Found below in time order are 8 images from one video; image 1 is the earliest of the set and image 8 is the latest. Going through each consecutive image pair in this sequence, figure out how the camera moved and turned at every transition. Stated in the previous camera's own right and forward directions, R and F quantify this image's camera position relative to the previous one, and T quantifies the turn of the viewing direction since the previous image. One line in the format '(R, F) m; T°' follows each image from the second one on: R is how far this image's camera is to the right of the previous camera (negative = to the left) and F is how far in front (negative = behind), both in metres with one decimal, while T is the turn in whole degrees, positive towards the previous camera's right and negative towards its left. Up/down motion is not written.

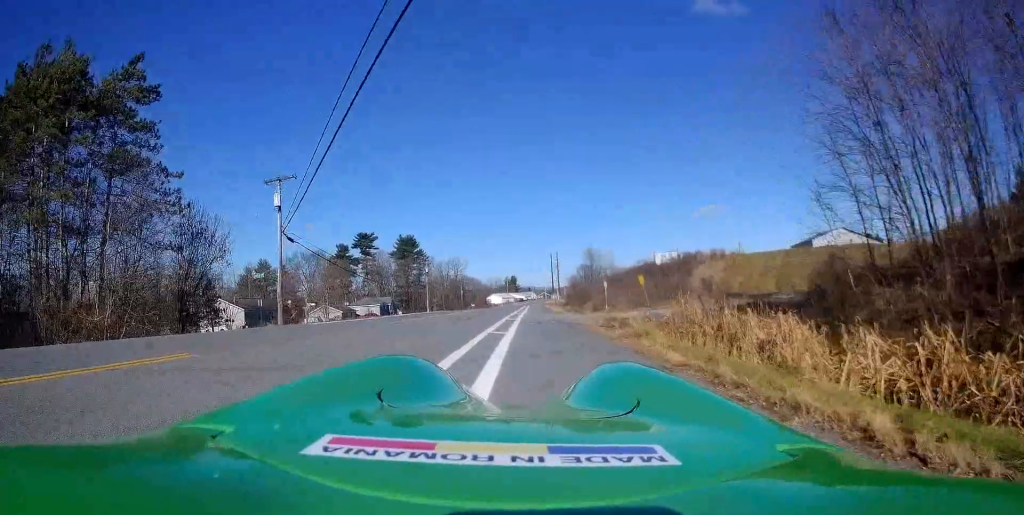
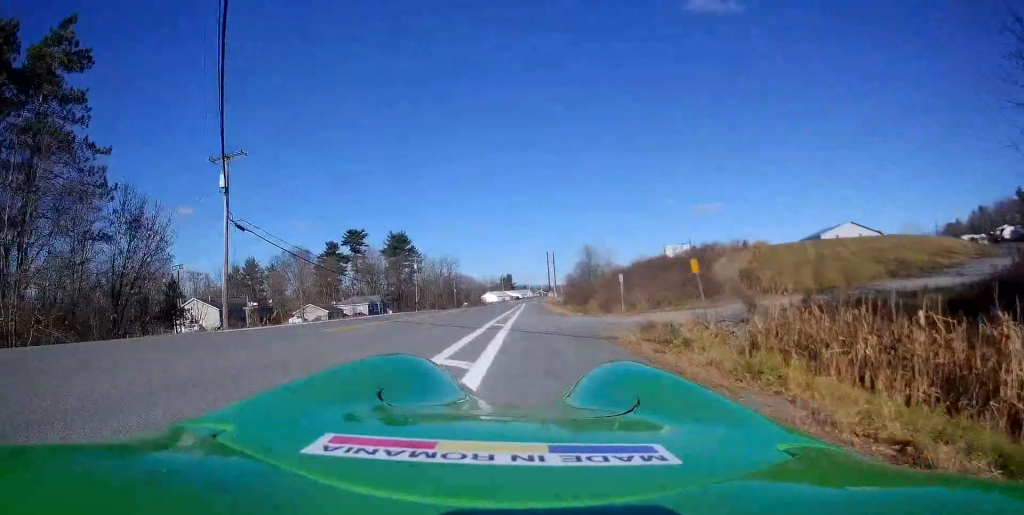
(0.0, +6.8) m; 0°
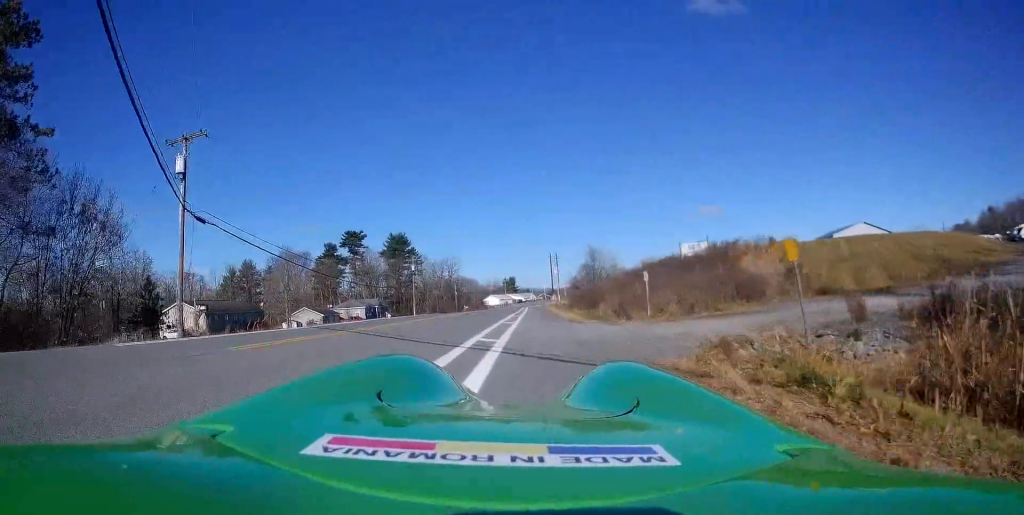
(0.0, +5.0) m; 0°
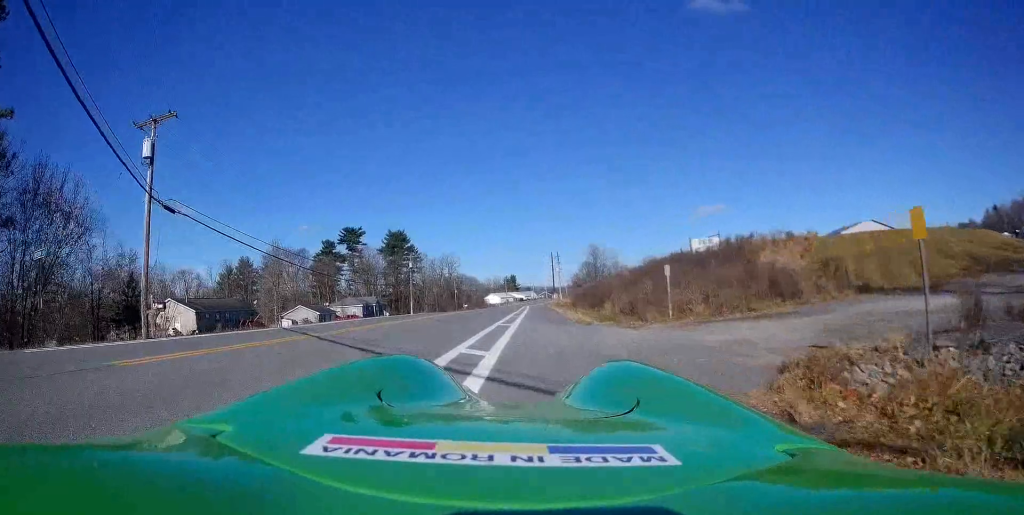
(0.0, +2.8) m; 0°
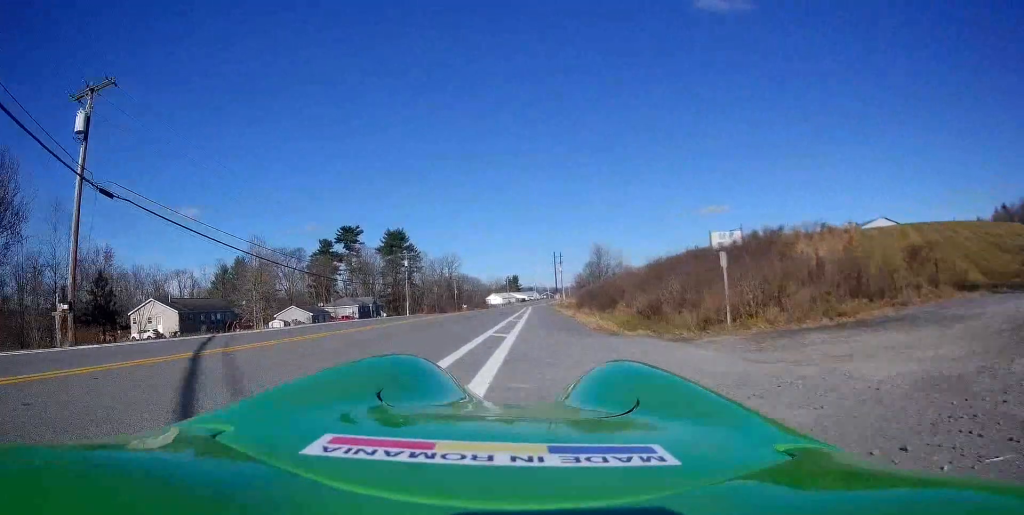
(0.0, +4.6) m; 0°
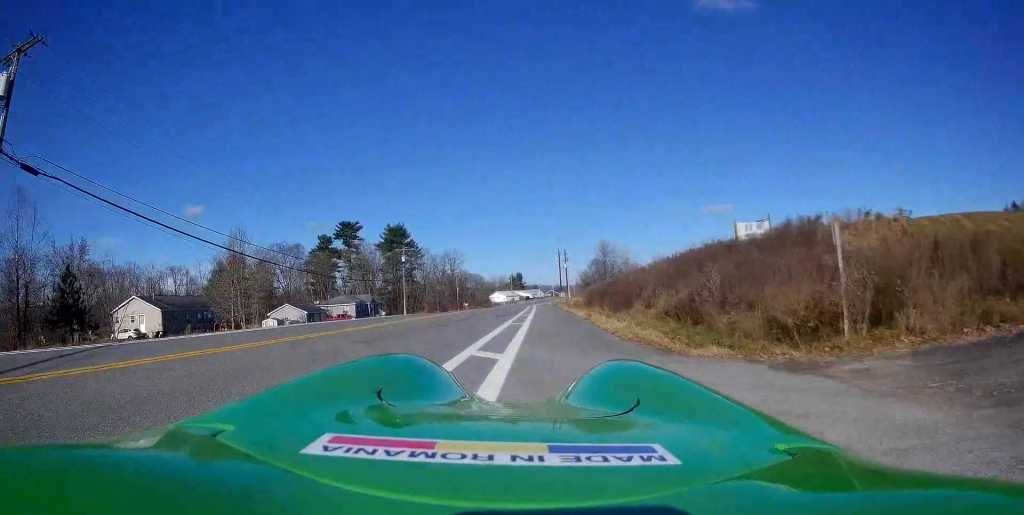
(0.0, +4.7) m; 0°
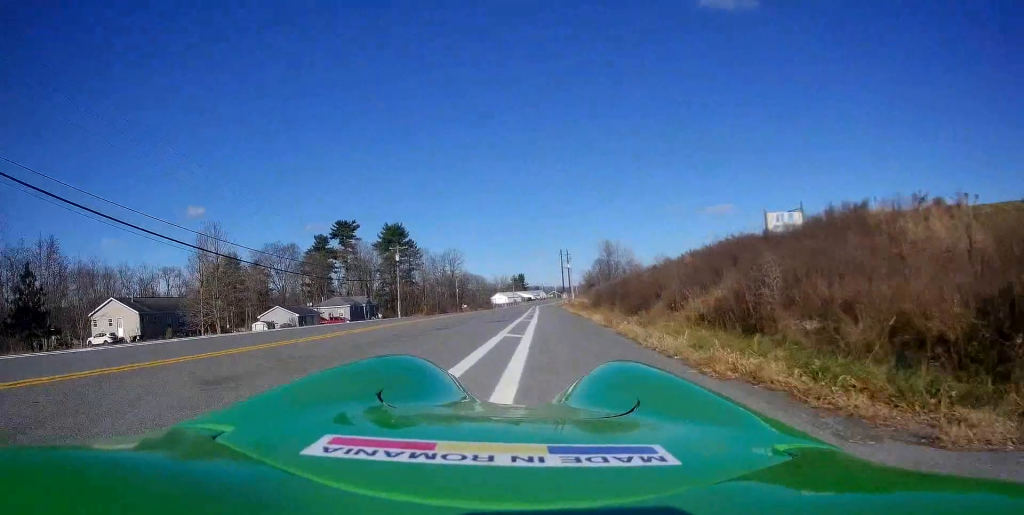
(0.0, +4.8) m; -2°
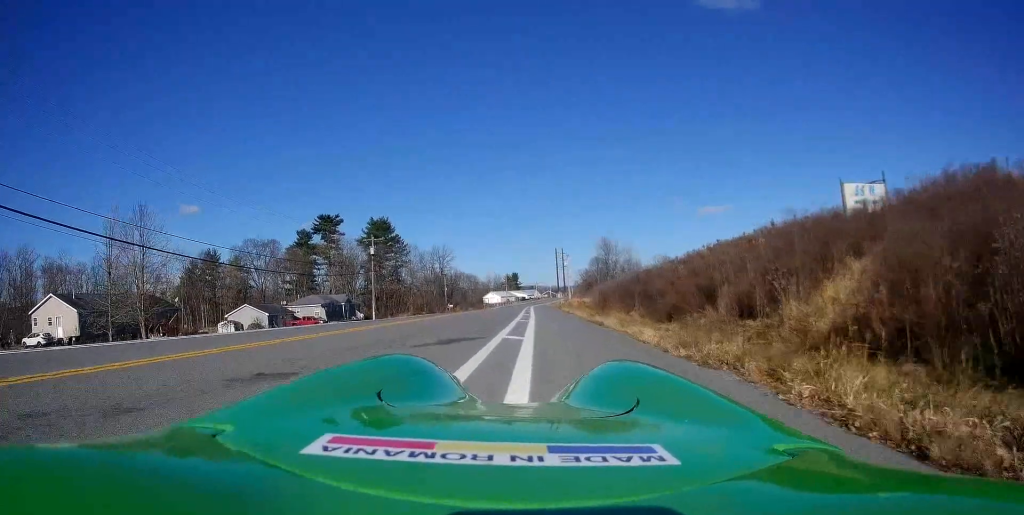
(-0.5, +9.9) m; -2°
